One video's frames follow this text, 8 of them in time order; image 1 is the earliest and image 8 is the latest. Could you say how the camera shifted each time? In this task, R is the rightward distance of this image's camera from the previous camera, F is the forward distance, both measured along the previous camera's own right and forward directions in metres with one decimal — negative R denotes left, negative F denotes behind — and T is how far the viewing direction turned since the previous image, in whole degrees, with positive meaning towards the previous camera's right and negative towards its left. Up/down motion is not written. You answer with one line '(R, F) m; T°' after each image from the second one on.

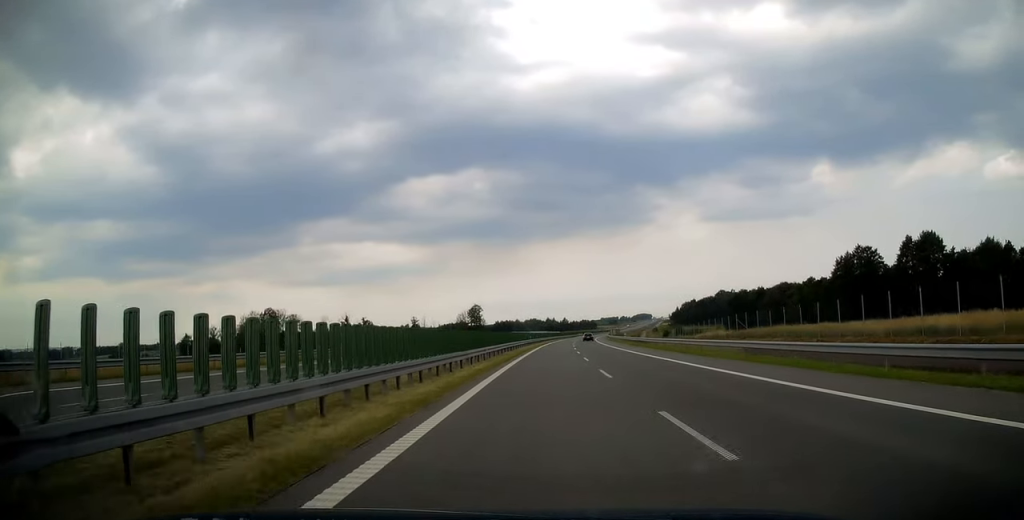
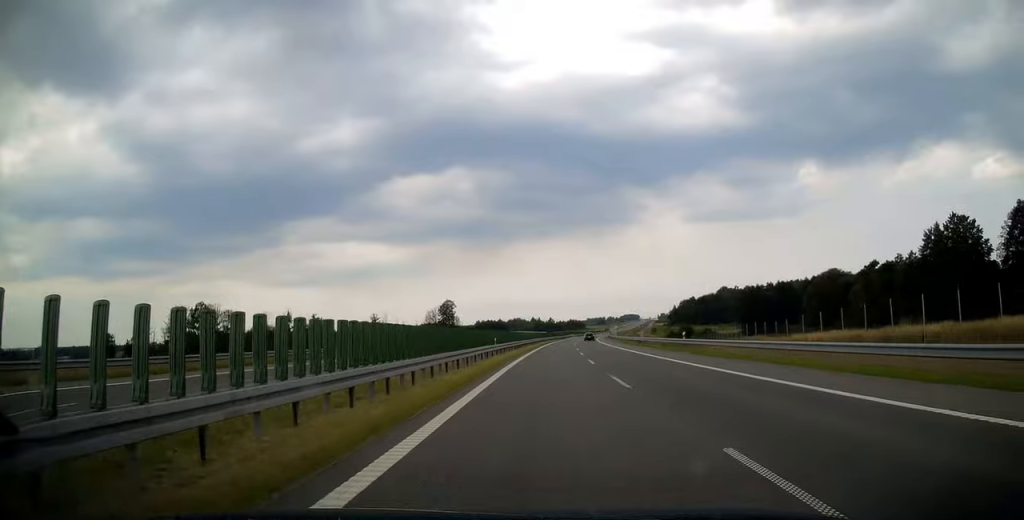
(+0.5, +39.3) m; +1°
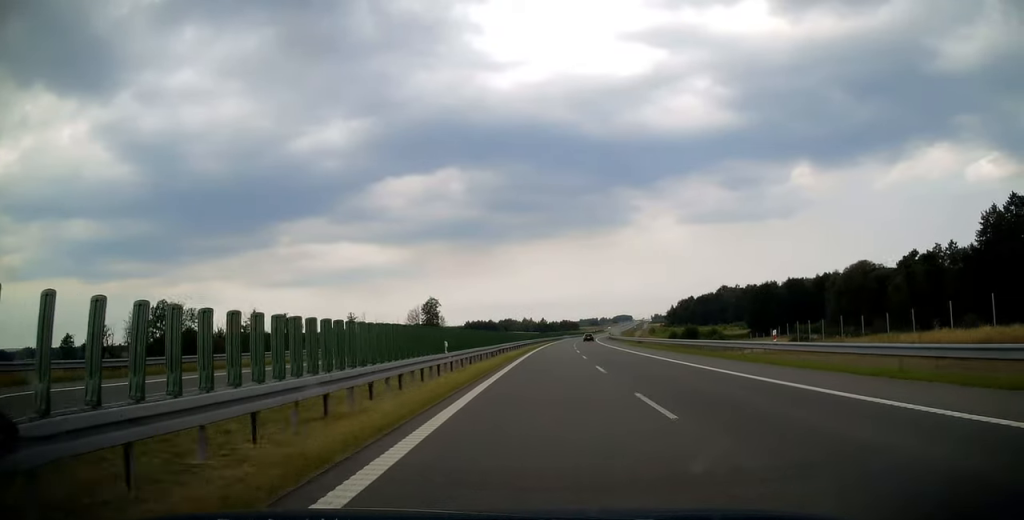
(0.0, +17.4) m; +1°
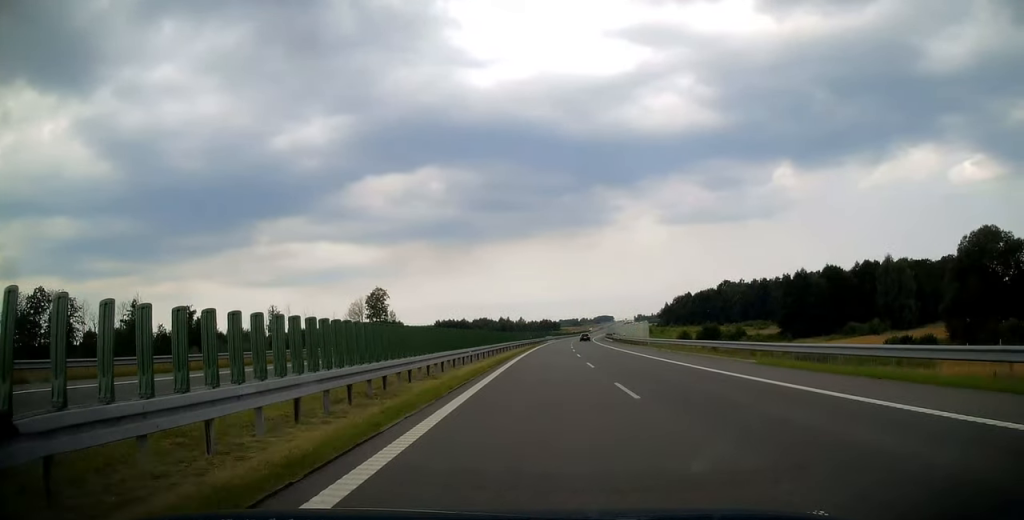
(+0.9, +44.9) m; +2°
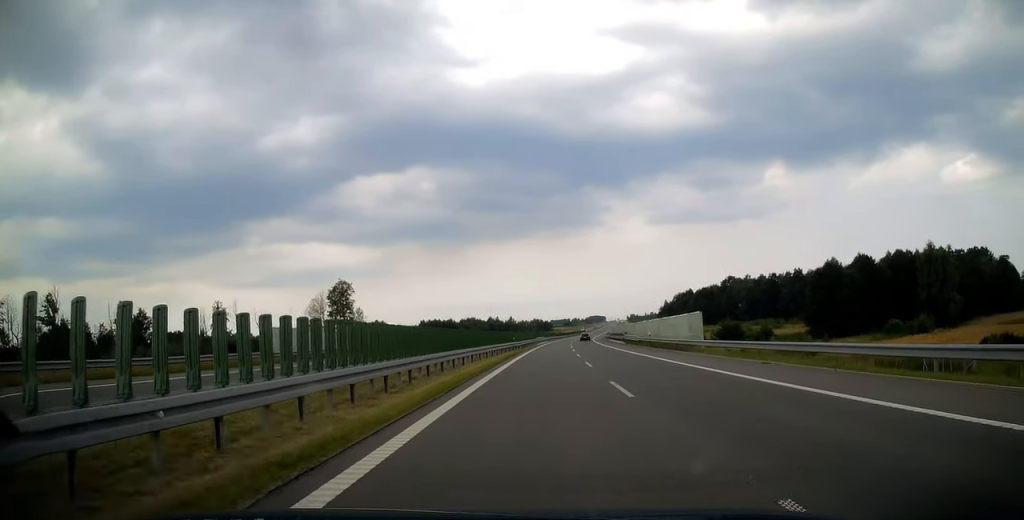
(+0.1, +23.5) m; +1°
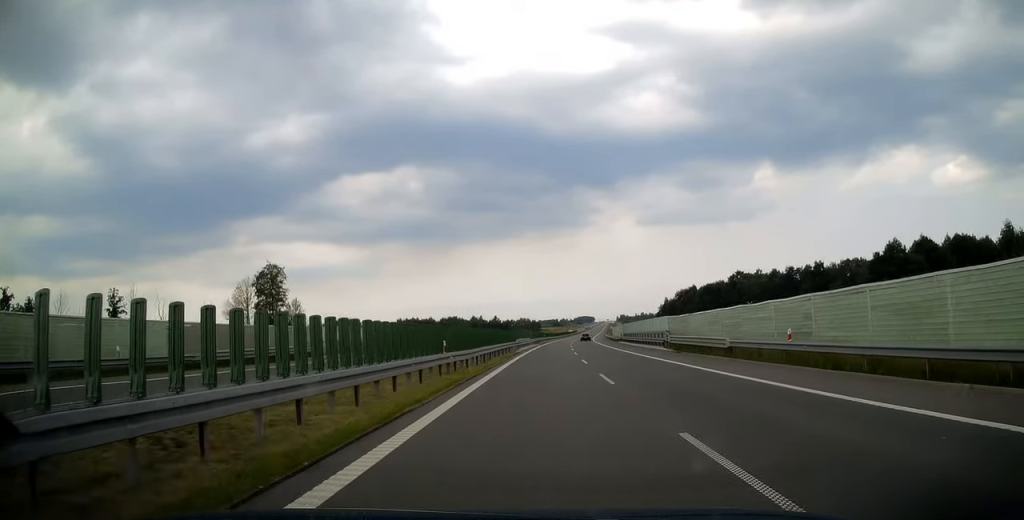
(+0.3, +32.5) m; +1°
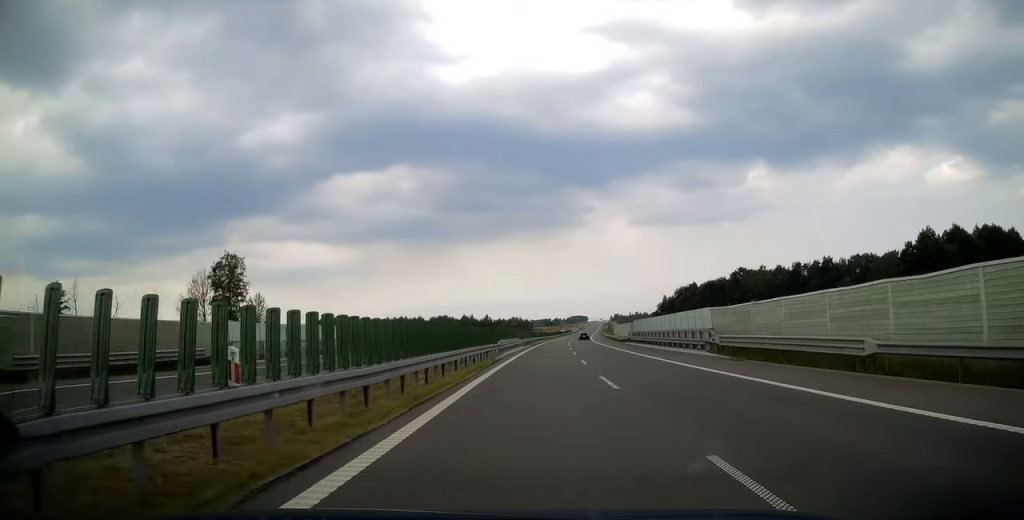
(0.0, +13.5) m; +1°
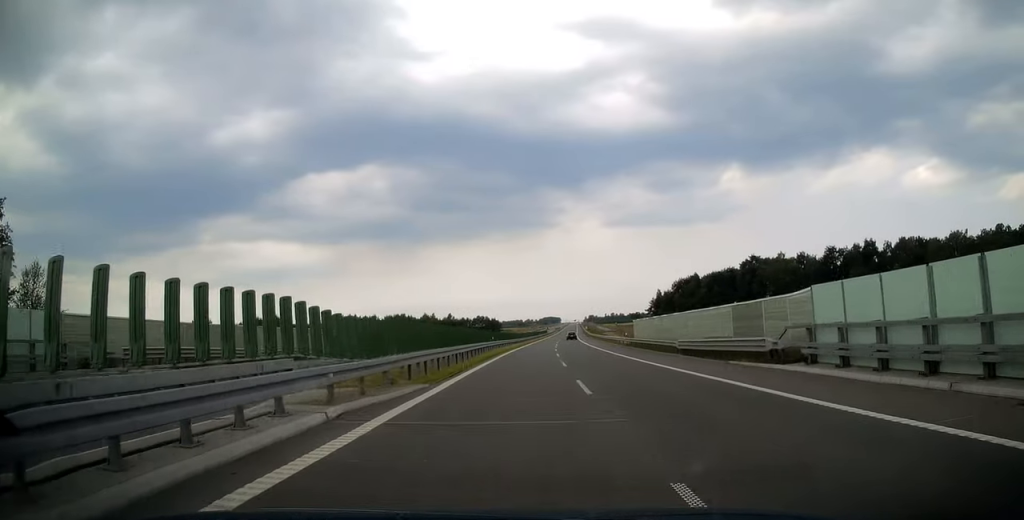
(+1.0, +48.8) m; +2°
